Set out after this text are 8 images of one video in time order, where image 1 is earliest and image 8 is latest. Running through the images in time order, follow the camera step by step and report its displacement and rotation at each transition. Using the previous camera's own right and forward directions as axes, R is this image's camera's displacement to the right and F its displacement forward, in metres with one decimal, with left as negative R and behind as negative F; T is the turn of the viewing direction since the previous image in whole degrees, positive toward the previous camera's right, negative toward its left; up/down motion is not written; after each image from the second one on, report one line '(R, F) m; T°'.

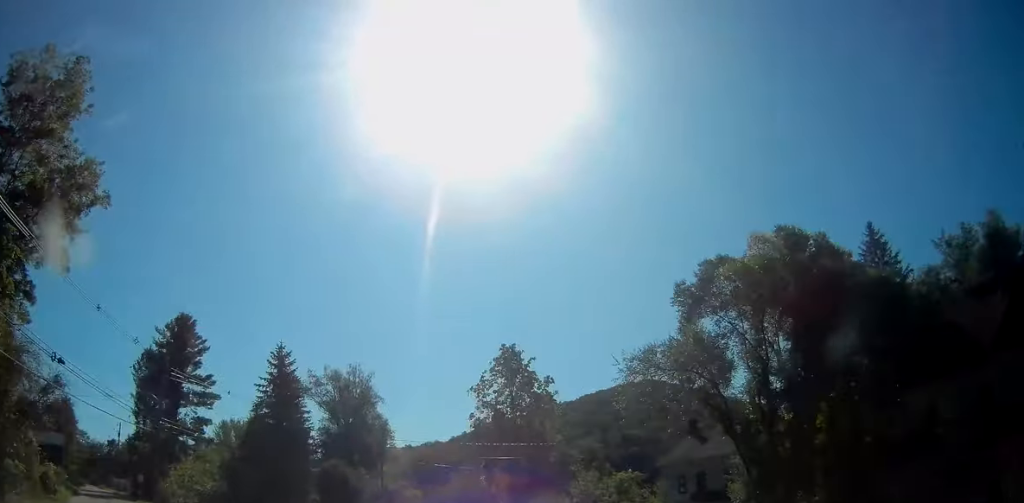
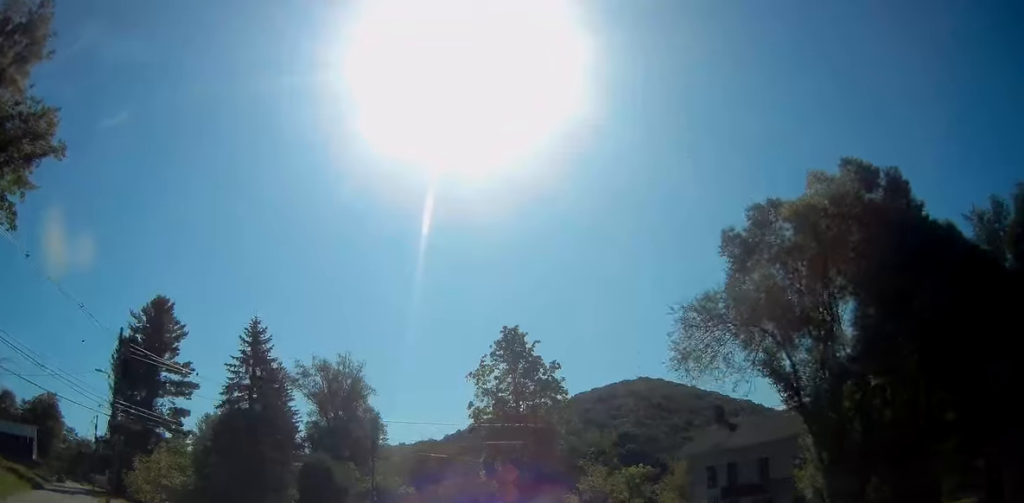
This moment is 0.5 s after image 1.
(0.0, +6.6) m; 0°
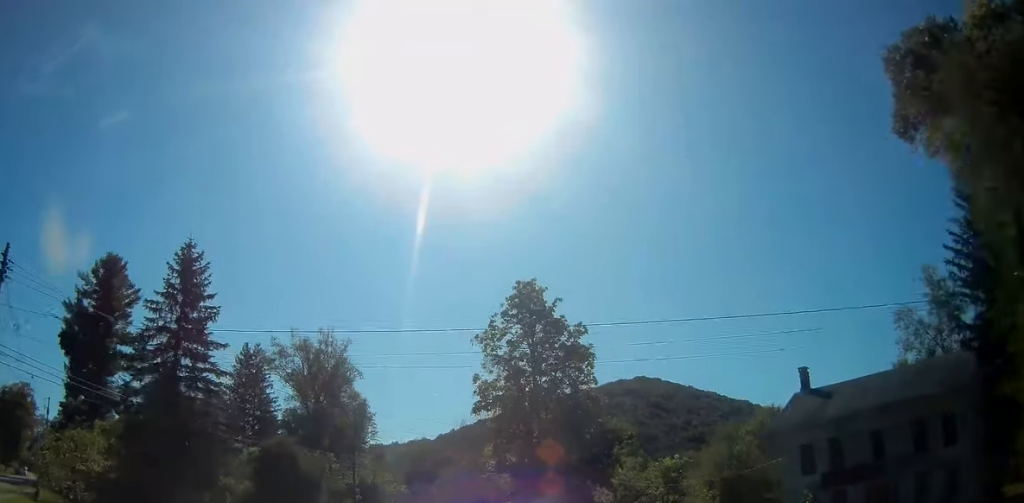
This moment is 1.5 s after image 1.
(0.0, +13.4) m; +1°
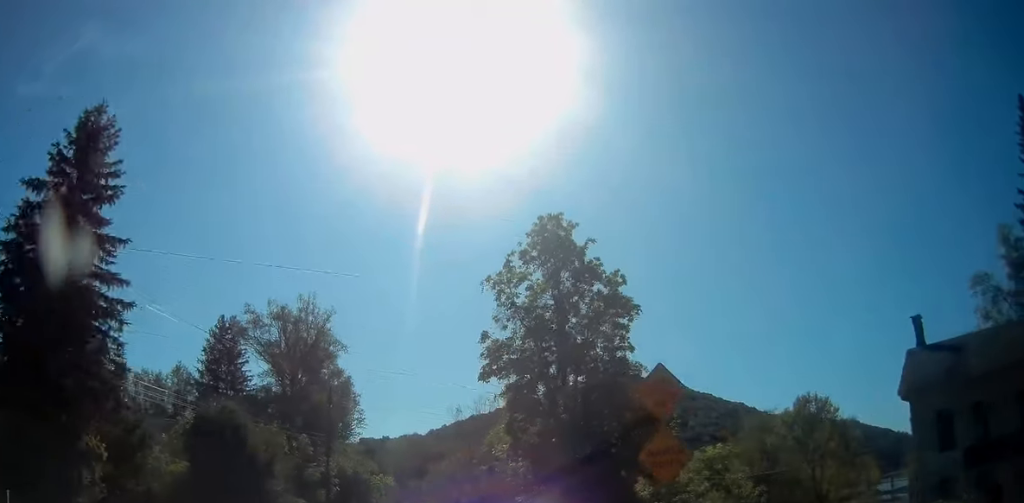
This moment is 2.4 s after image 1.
(+0.1, +11.7) m; +1°
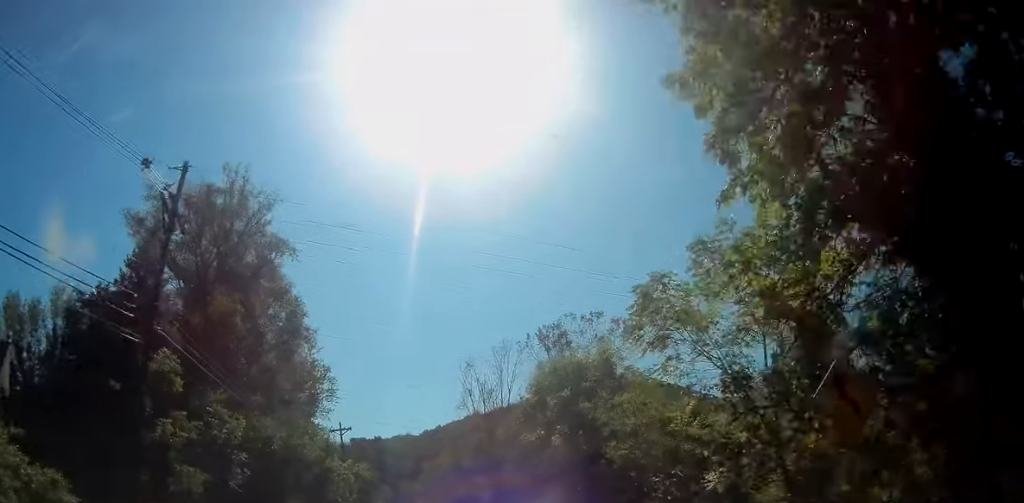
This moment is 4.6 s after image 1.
(+0.6, +31.7) m; +2°
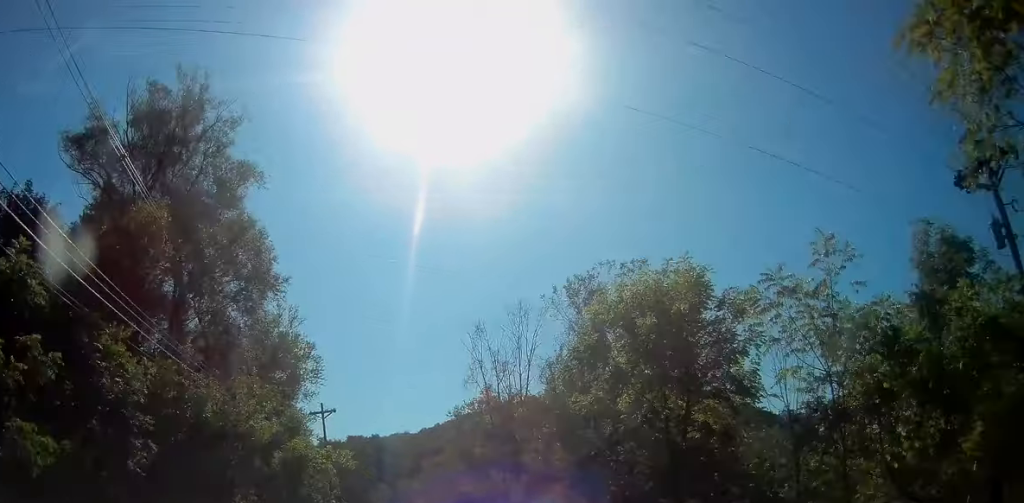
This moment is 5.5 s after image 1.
(0.0, +12.1) m; -1°
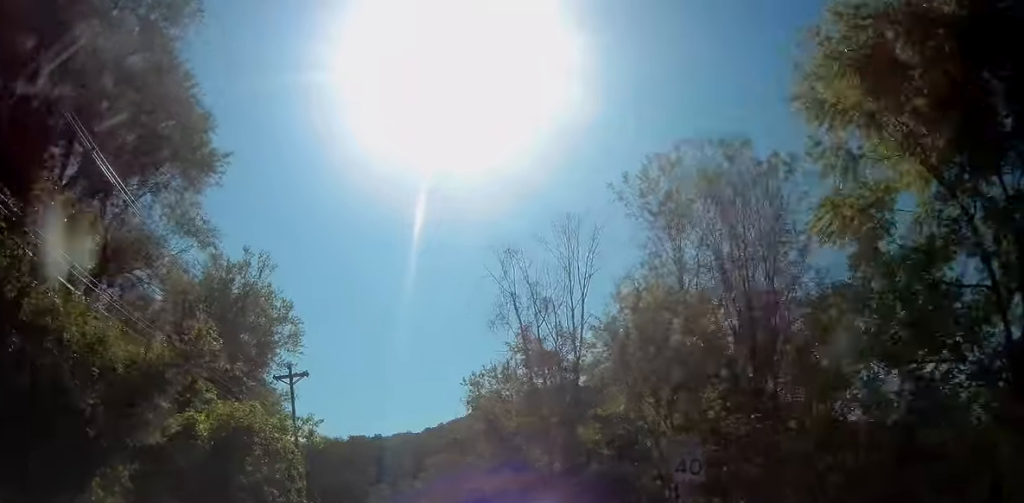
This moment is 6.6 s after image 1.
(-0.3, +16.0) m; -1°
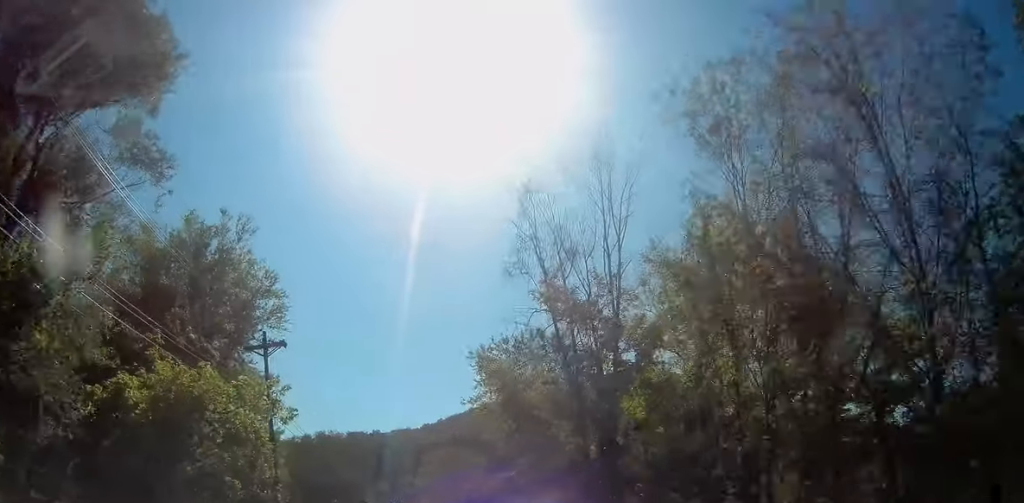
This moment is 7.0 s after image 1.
(0.0, +6.8) m; 0°
